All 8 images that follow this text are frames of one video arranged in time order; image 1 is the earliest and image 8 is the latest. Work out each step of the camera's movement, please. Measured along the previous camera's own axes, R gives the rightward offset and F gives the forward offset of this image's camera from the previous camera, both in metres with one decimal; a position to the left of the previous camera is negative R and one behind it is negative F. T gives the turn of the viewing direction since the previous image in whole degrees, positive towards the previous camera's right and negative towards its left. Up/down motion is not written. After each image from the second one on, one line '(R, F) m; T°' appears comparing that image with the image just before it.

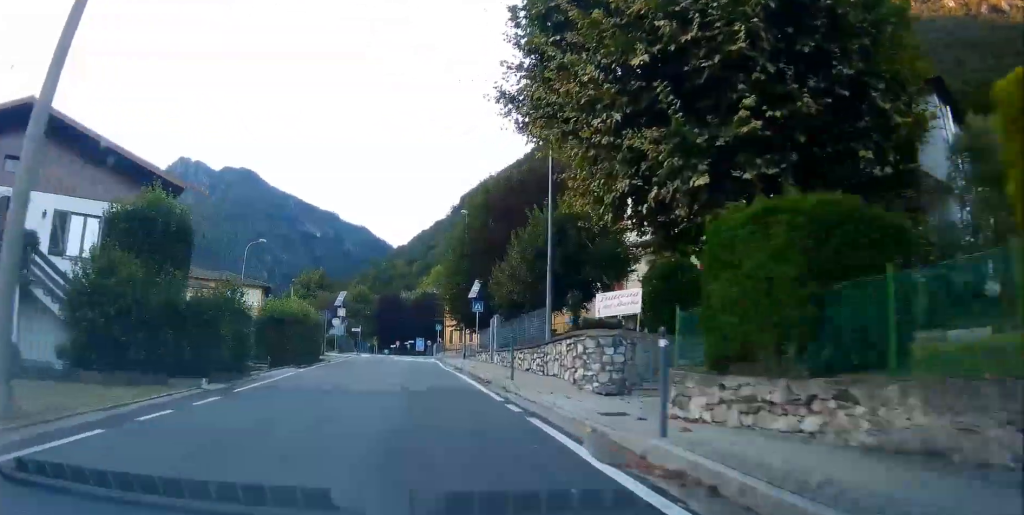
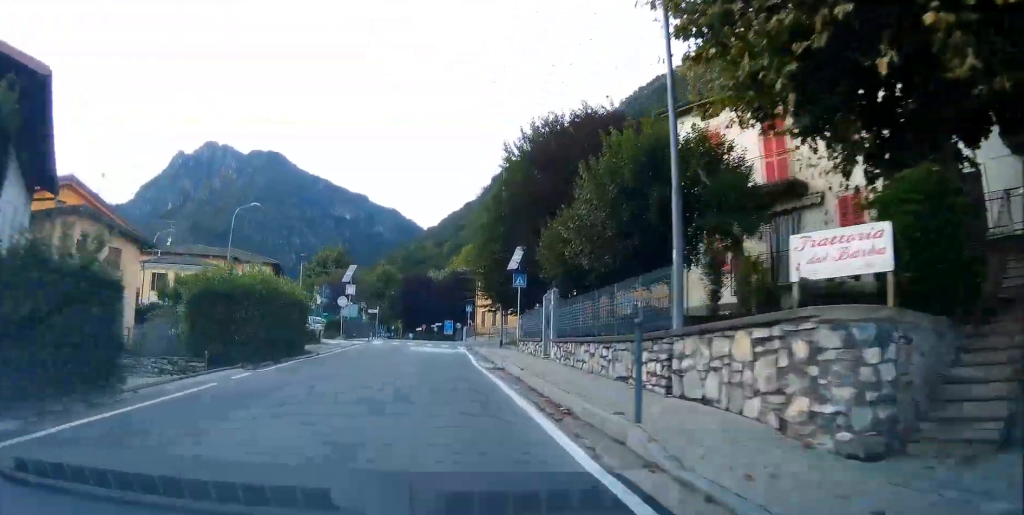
(0.0, +9.1) m; -3°
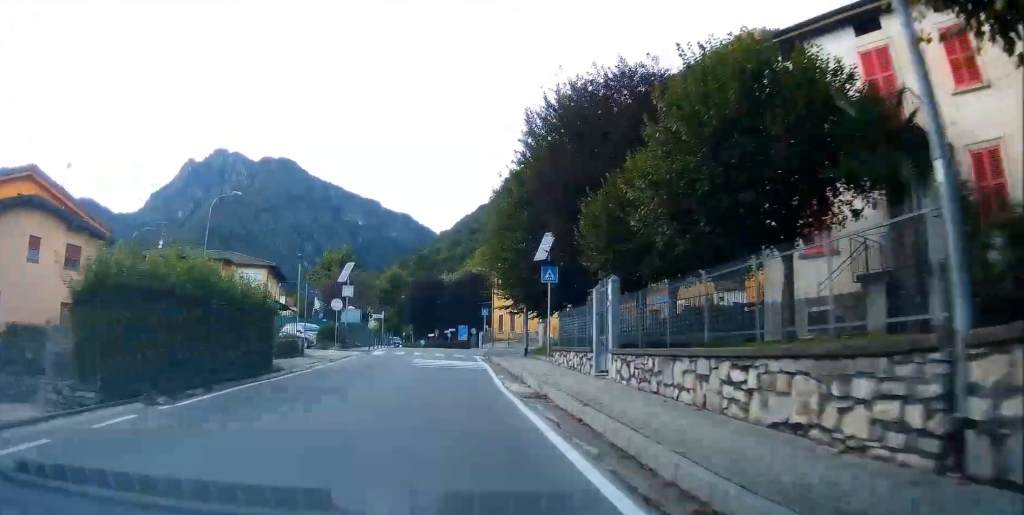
(-0.1, +6.0) m; -2°
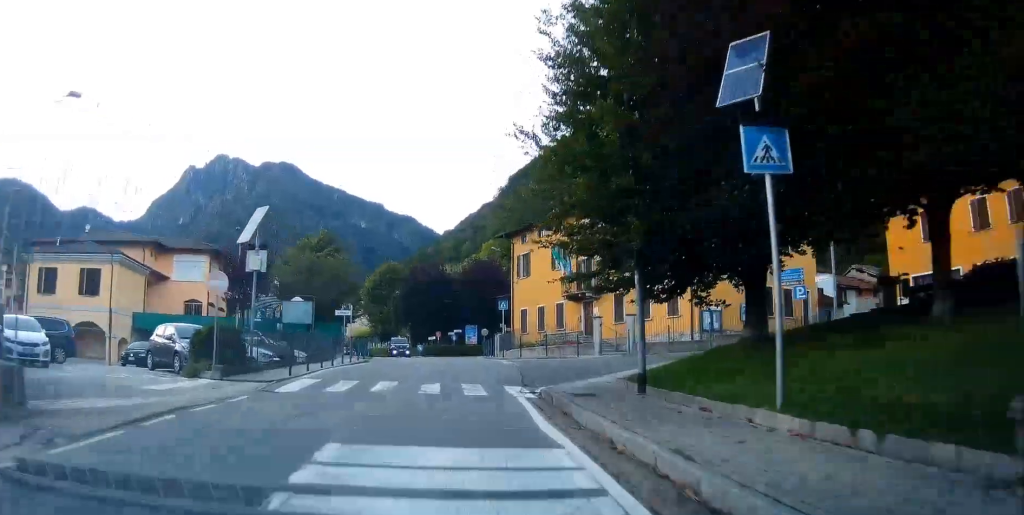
(-1.1, +18.6) m; -3°
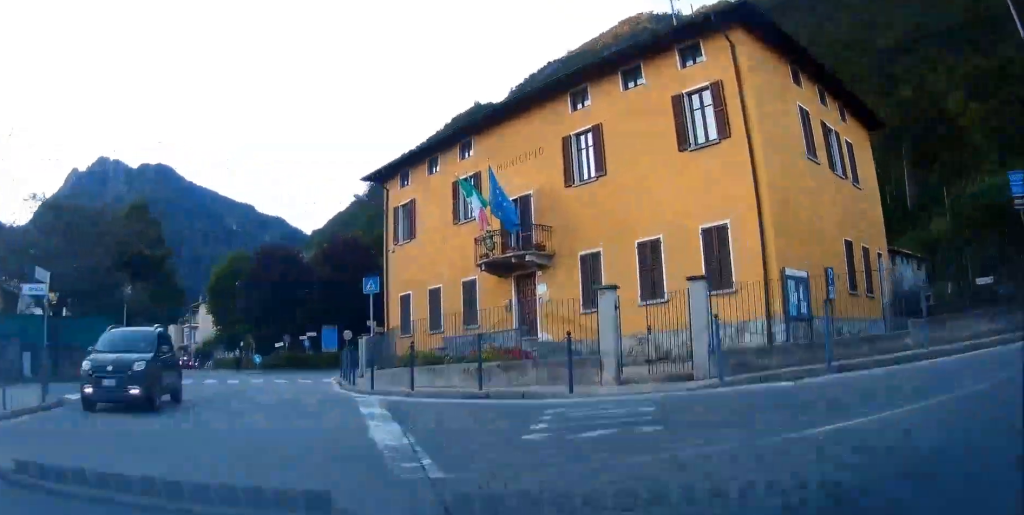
(+0.3, +20.3) m; +2°
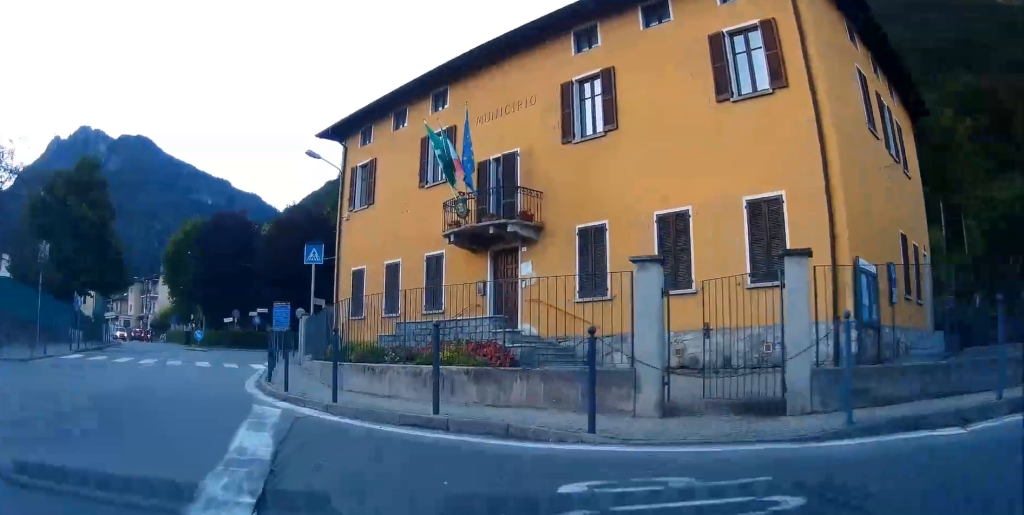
(0.0, +5.4) m; 0°
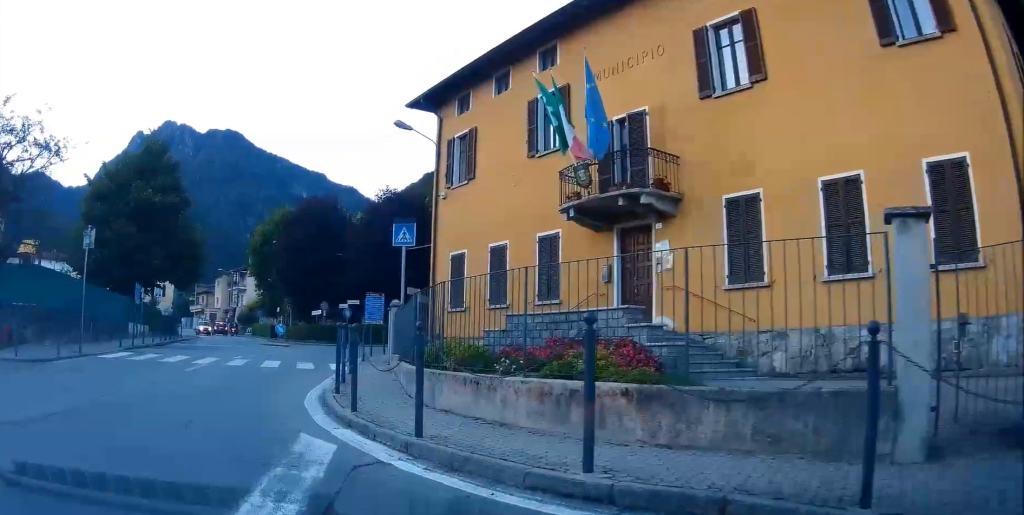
(+0.1, +4.7) m; -1°
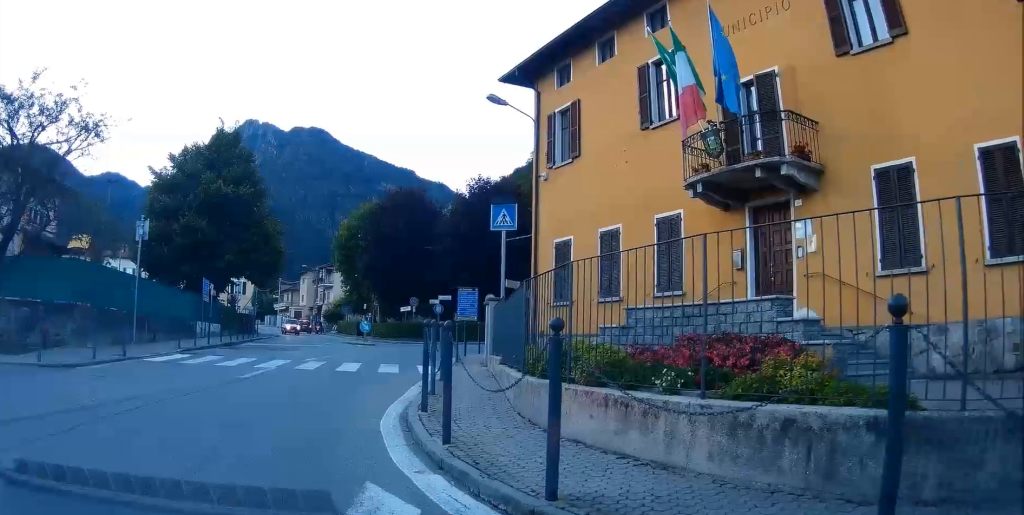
(-0.2, +4.0) m; -11°
